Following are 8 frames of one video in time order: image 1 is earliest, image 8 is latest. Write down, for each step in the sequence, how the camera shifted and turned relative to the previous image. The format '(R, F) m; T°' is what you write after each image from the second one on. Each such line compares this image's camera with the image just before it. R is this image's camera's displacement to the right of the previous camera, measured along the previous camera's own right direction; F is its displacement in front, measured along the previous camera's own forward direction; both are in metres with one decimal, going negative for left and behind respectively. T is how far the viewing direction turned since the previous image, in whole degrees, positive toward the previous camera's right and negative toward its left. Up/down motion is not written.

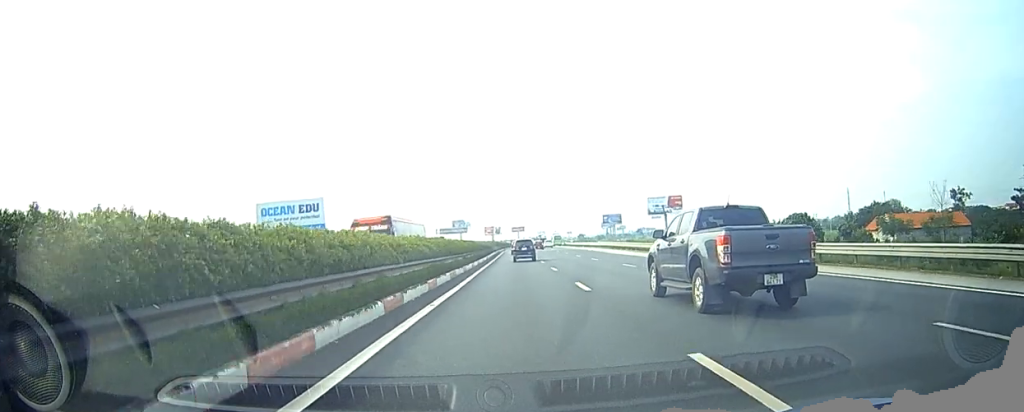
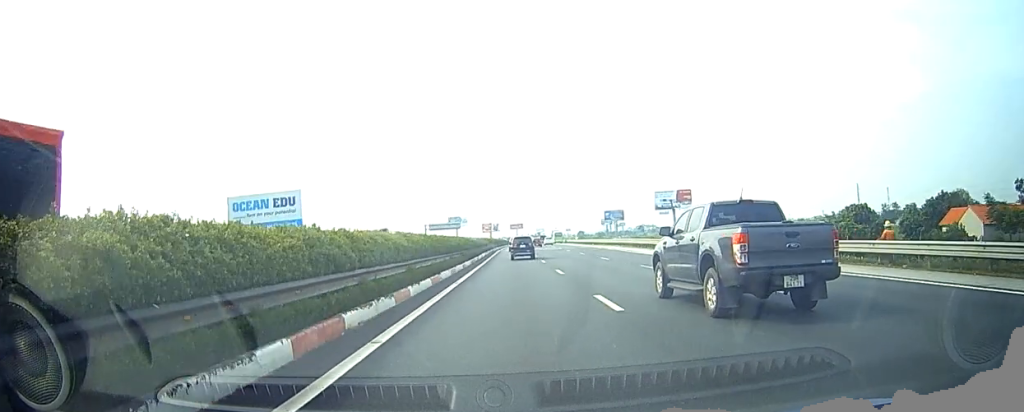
(+0.1, +19.7) m; -1°
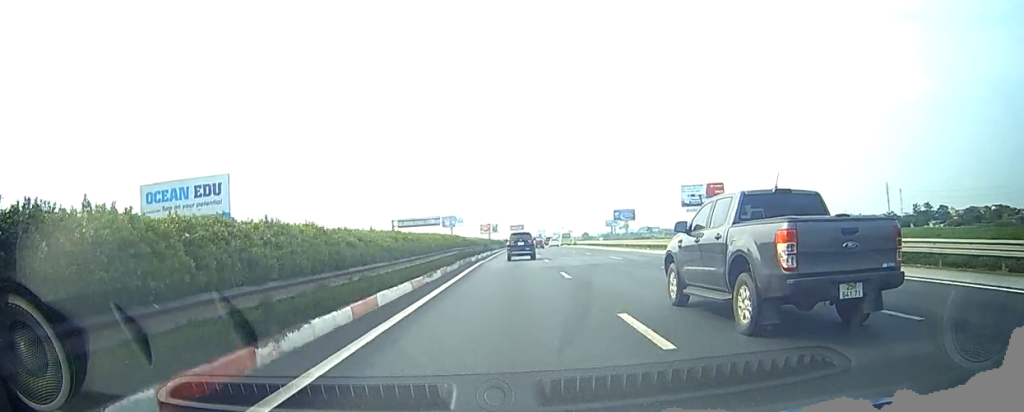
(+0.2, +42.3) m; +1°
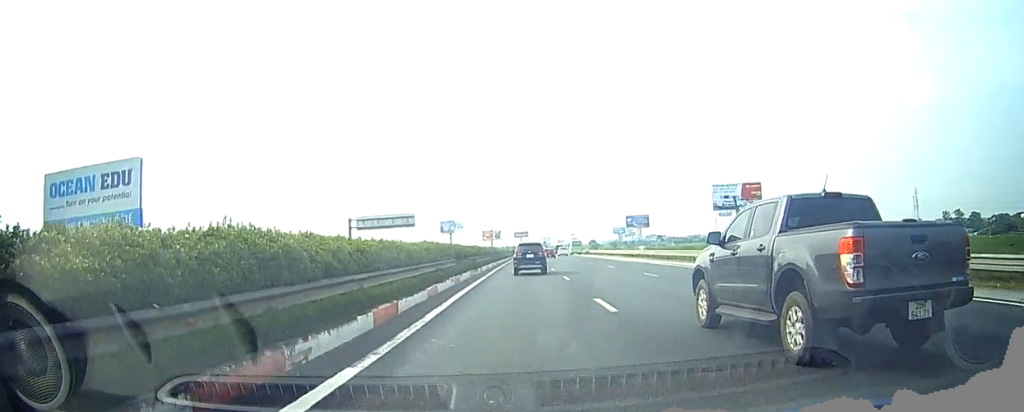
(-0.2, +31.7) m; -1°
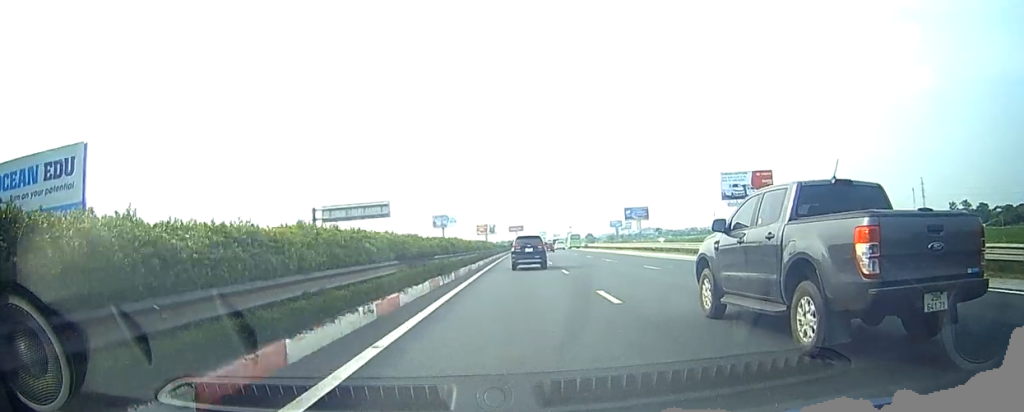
(-0.1, +12.6) m; 0°
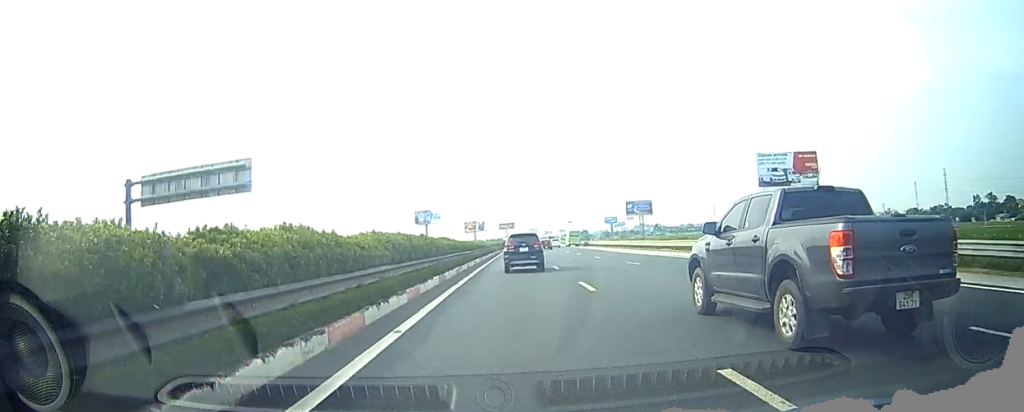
(+0.2, +34.2) m; 0°
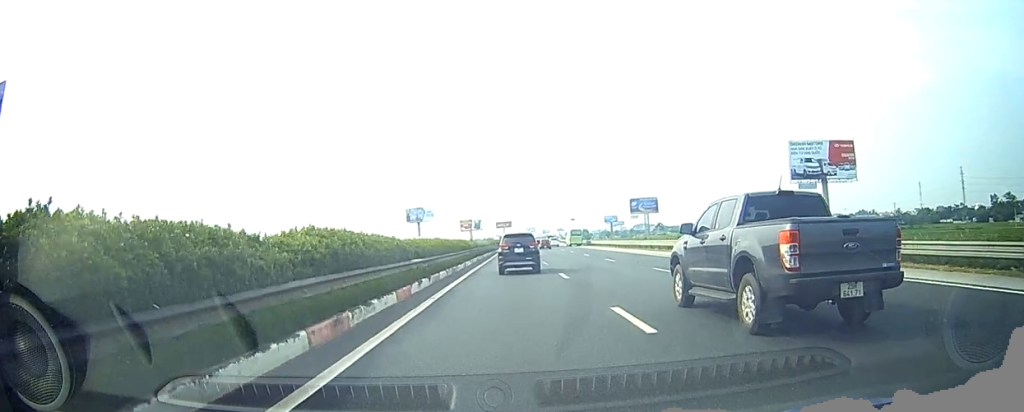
(0.0, +18.7) m; -1°
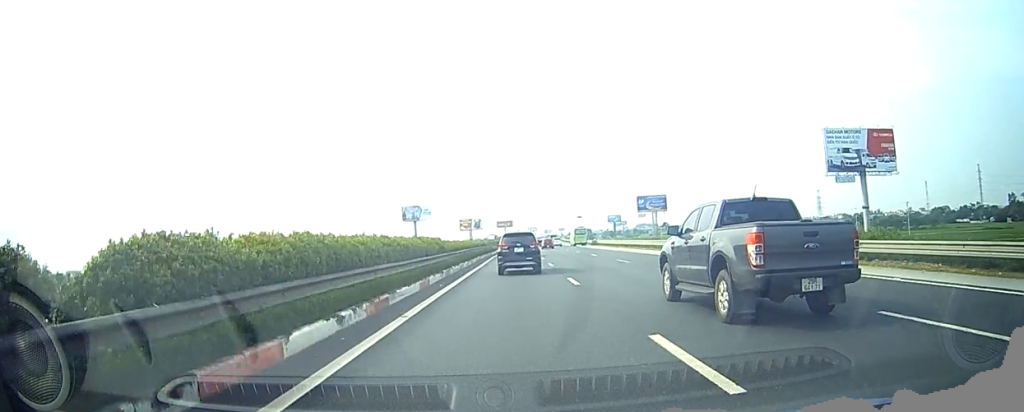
(-0.3, +14.3) m; 0°
